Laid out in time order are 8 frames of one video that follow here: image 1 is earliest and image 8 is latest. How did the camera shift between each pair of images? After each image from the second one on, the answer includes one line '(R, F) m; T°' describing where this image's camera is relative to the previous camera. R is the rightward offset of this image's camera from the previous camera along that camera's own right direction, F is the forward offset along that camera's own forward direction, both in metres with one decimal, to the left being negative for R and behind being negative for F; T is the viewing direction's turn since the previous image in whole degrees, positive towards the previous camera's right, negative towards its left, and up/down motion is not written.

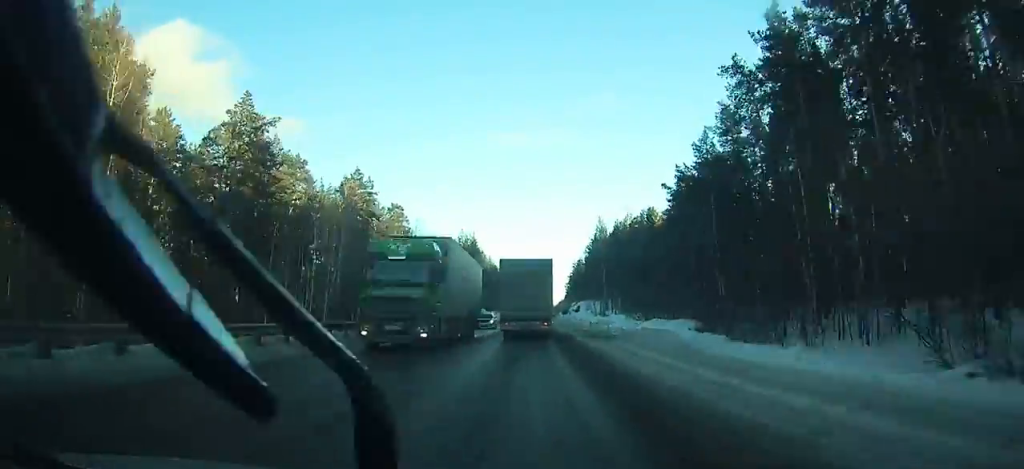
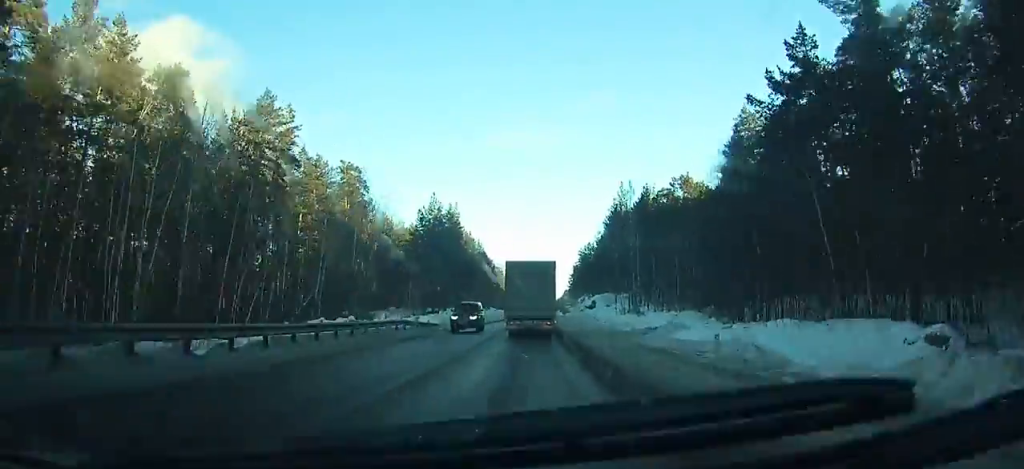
(+0.1, +28.5) m; 0°
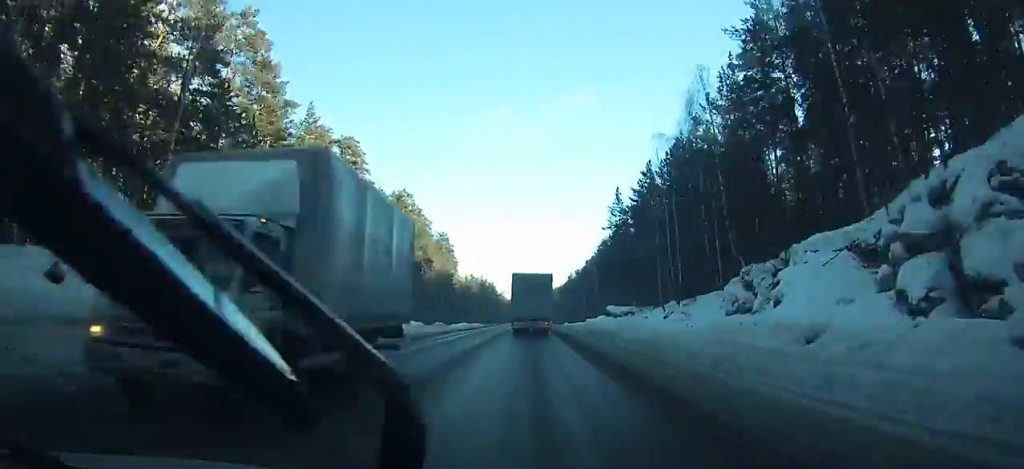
(+2.3, +126.0) m; +2°
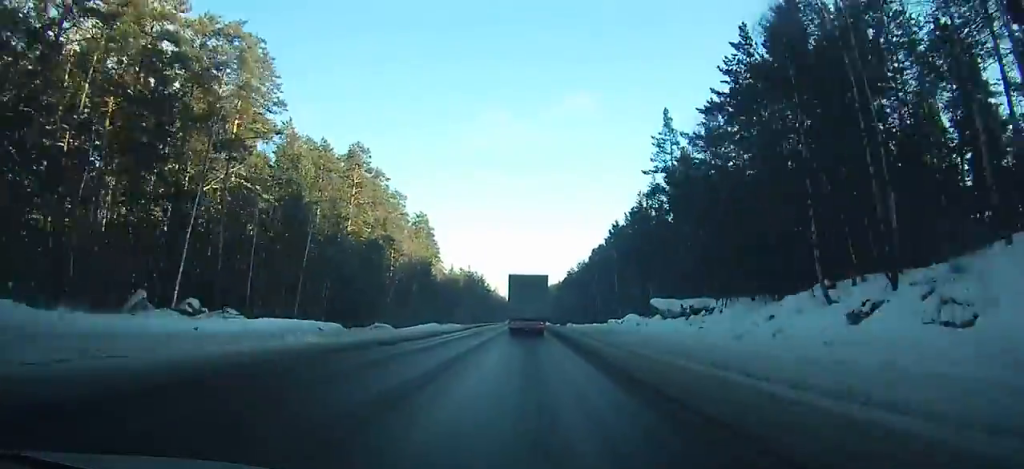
(+0.2, +25.2) m; 0°
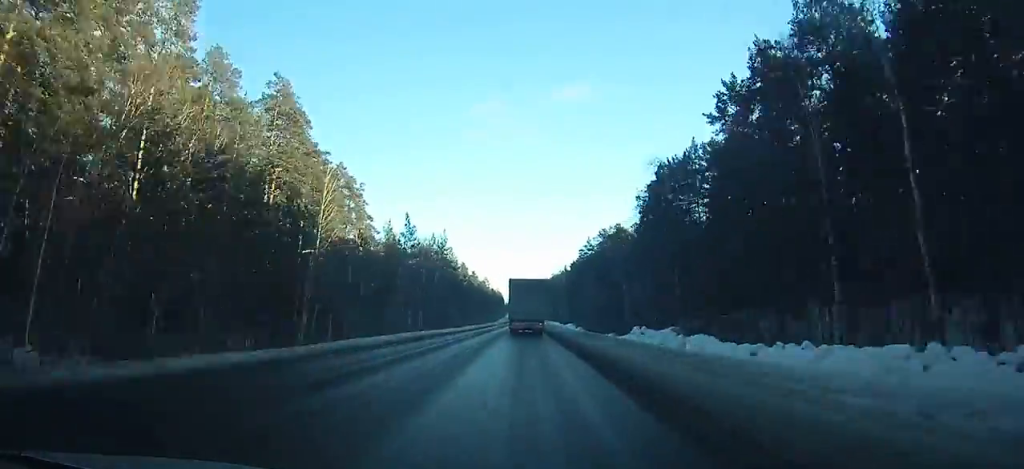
(+0.4, +73.1) m; 0°
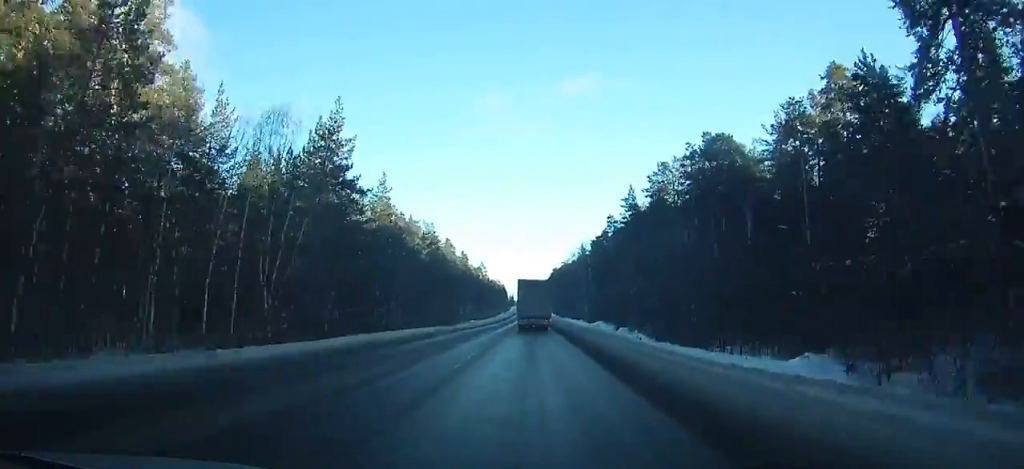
(-0.5, +57.6) m; 0°
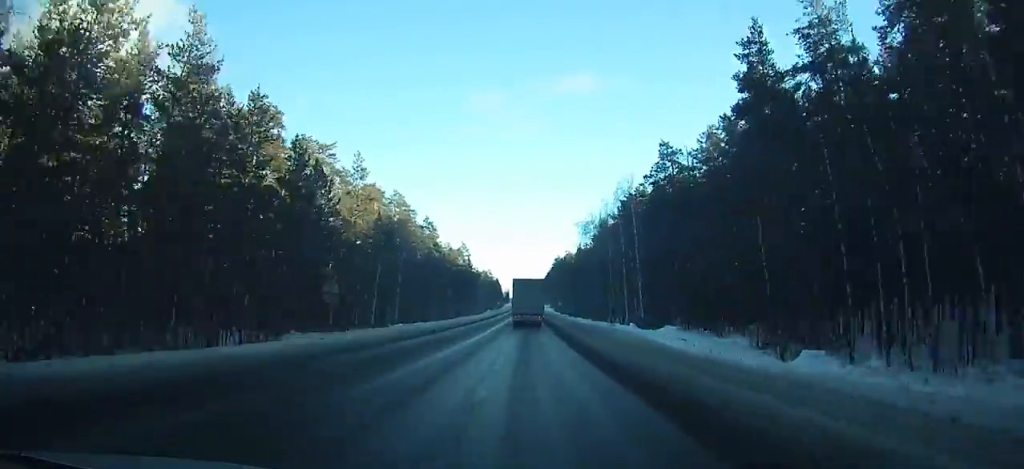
(+0.3, +58.0) m; 0°
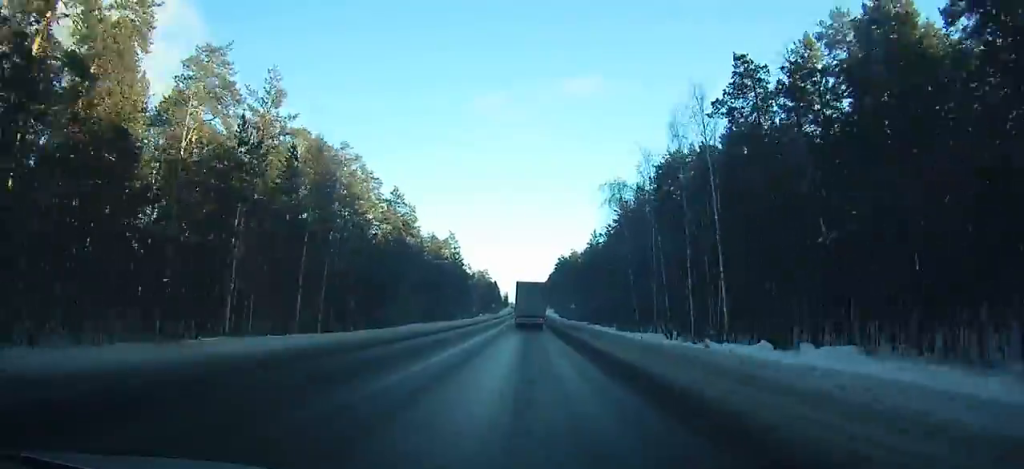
(0.0, +28.8) m; 0°
